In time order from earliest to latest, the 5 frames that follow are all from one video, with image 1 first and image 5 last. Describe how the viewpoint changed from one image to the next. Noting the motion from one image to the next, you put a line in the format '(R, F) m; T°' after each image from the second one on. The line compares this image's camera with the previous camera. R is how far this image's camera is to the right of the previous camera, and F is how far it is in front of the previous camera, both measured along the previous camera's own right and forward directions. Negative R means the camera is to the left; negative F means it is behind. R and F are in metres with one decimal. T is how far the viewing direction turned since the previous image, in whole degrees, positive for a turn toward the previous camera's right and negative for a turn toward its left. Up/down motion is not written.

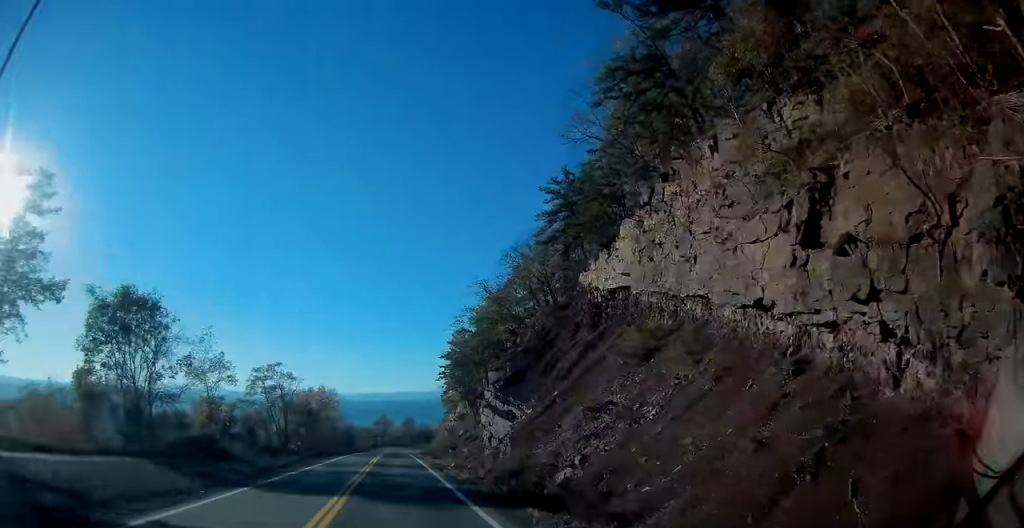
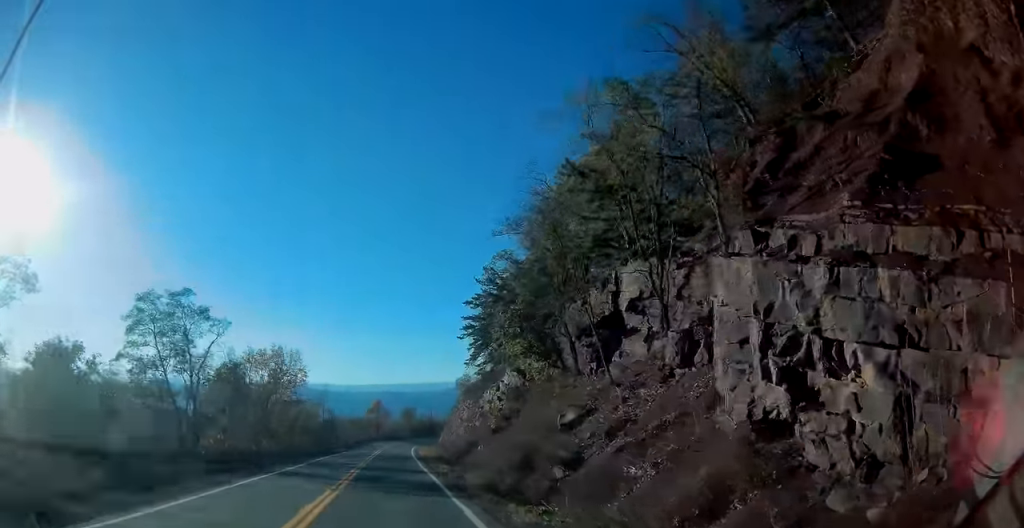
(-0.4, +35.2) m; -1°
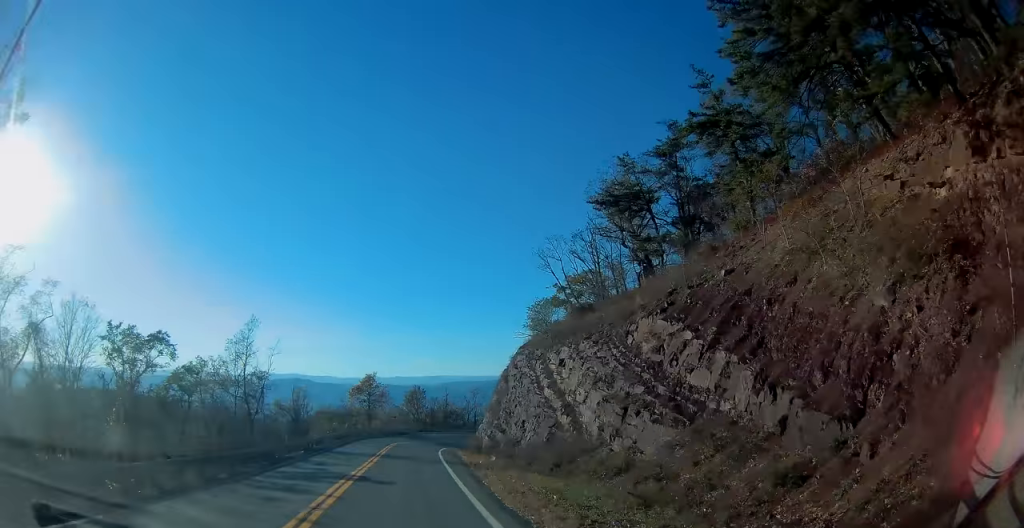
(+0.2, +54.0) m; +1°
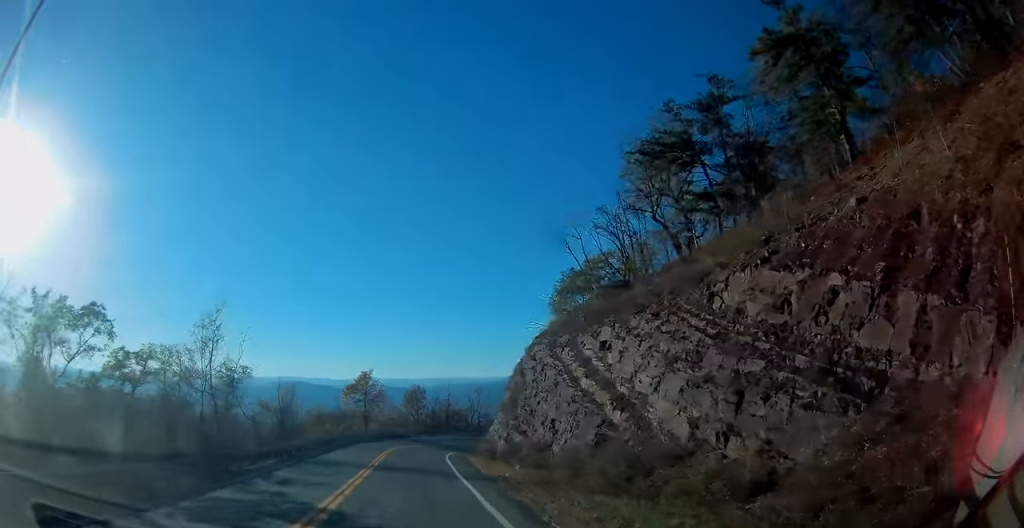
(+0.1, +8.8) m; 0°
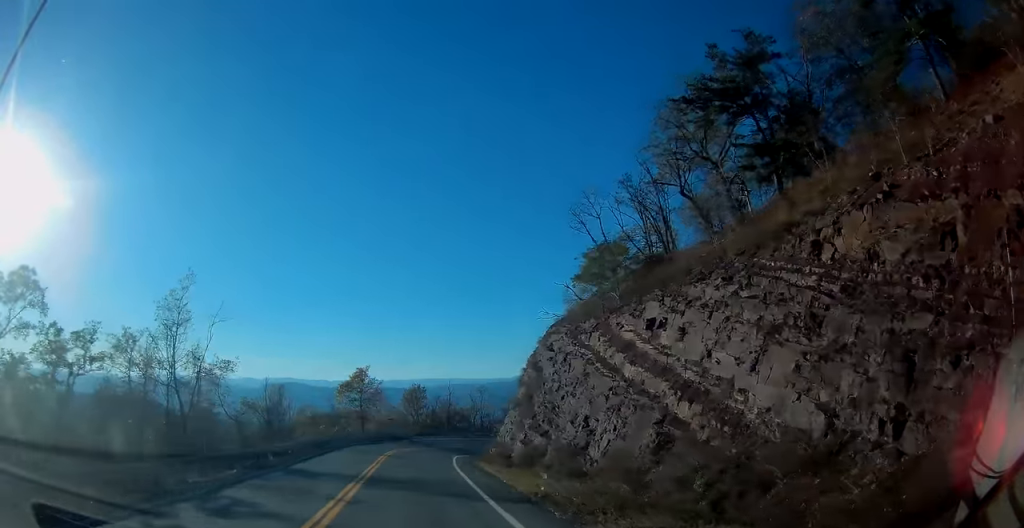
(0.0, +6.8) m; 0°
